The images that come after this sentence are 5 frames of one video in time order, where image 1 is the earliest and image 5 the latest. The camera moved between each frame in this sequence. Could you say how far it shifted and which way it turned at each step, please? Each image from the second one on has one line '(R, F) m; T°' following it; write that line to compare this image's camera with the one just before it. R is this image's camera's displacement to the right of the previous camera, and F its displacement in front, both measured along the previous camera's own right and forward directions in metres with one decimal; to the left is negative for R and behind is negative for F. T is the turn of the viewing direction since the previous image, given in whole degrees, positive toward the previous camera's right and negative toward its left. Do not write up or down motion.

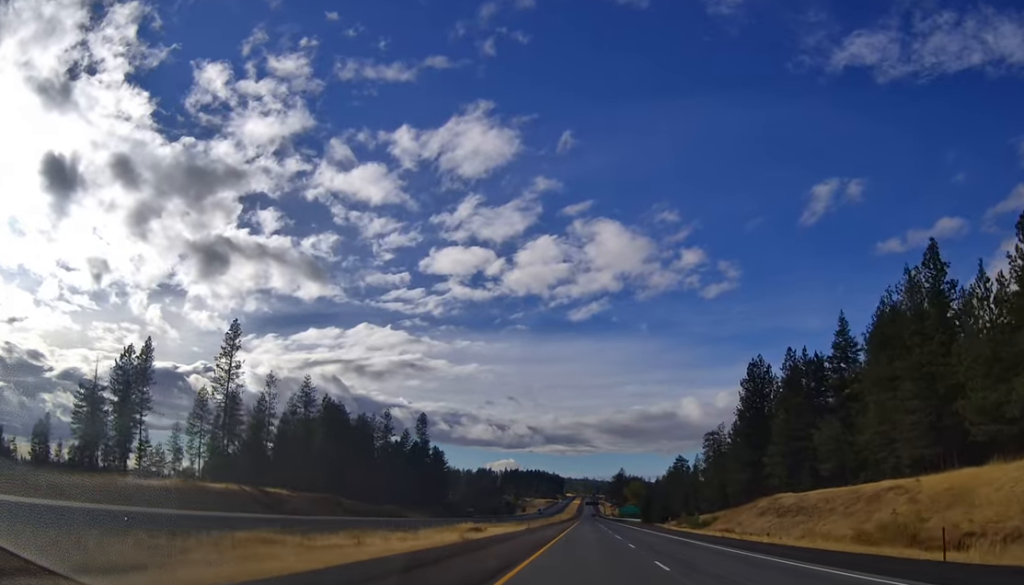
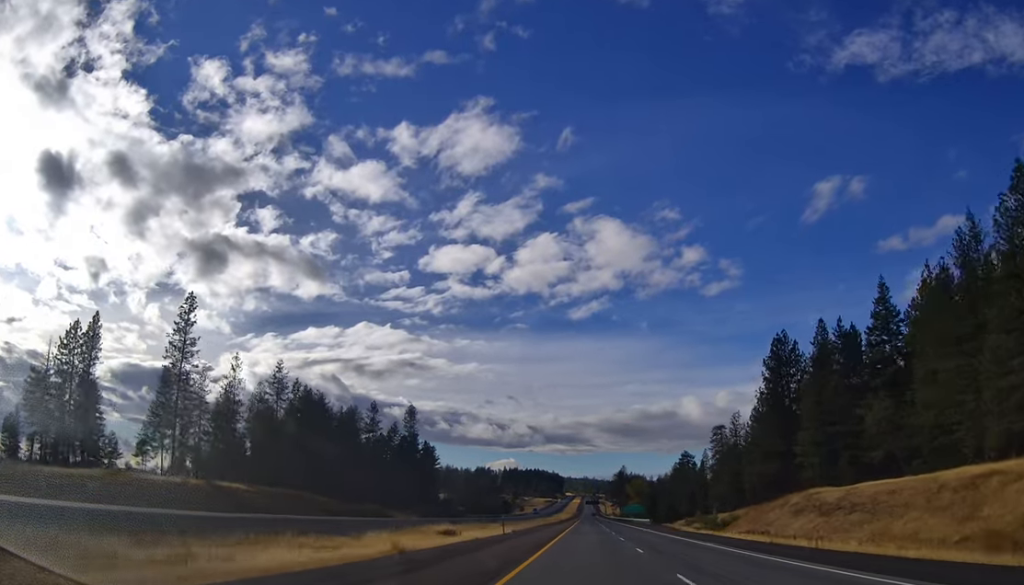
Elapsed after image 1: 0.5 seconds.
(+0.1, +16.6) m; 0°
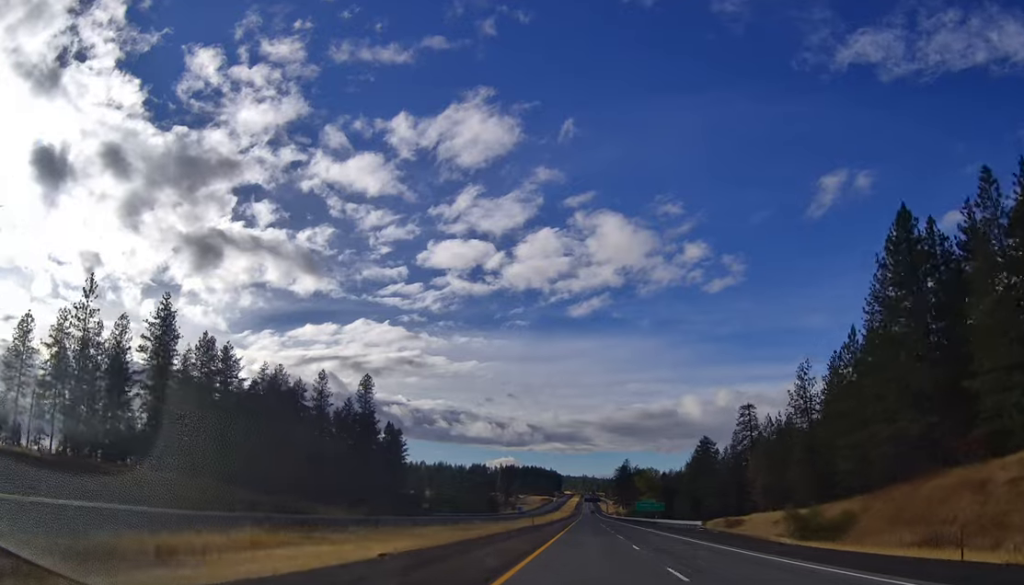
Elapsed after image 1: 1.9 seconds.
(-0.6, +48.0) m; -1°
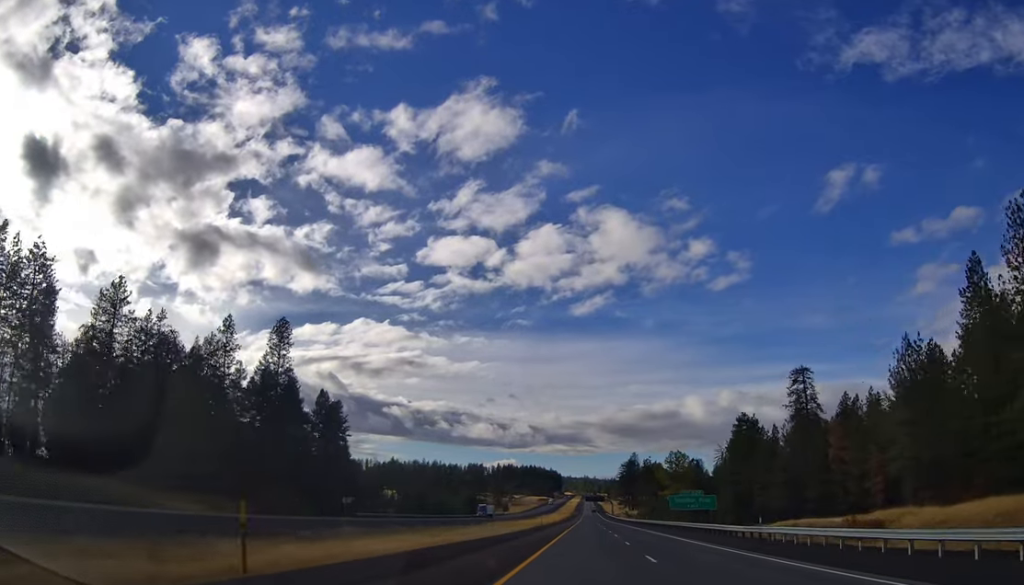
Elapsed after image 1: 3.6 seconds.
(+0.7, +56.0) m; +1°
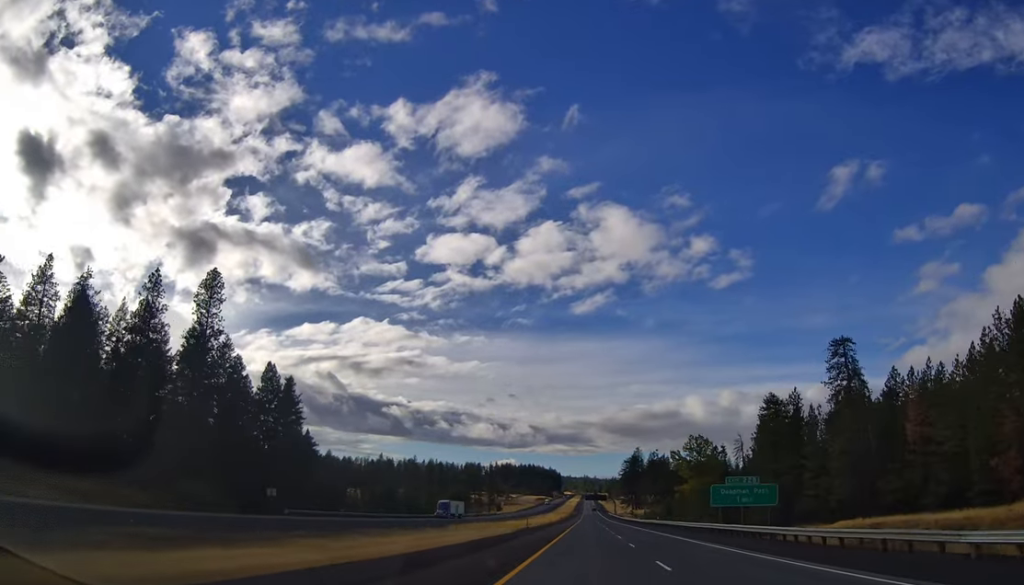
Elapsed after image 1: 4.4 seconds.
(+0.1, +27.9) m; -1°
